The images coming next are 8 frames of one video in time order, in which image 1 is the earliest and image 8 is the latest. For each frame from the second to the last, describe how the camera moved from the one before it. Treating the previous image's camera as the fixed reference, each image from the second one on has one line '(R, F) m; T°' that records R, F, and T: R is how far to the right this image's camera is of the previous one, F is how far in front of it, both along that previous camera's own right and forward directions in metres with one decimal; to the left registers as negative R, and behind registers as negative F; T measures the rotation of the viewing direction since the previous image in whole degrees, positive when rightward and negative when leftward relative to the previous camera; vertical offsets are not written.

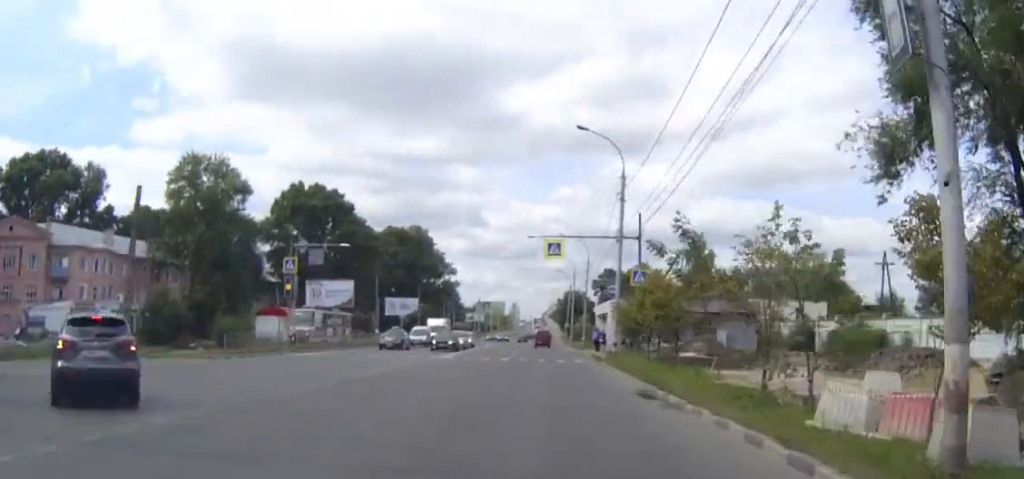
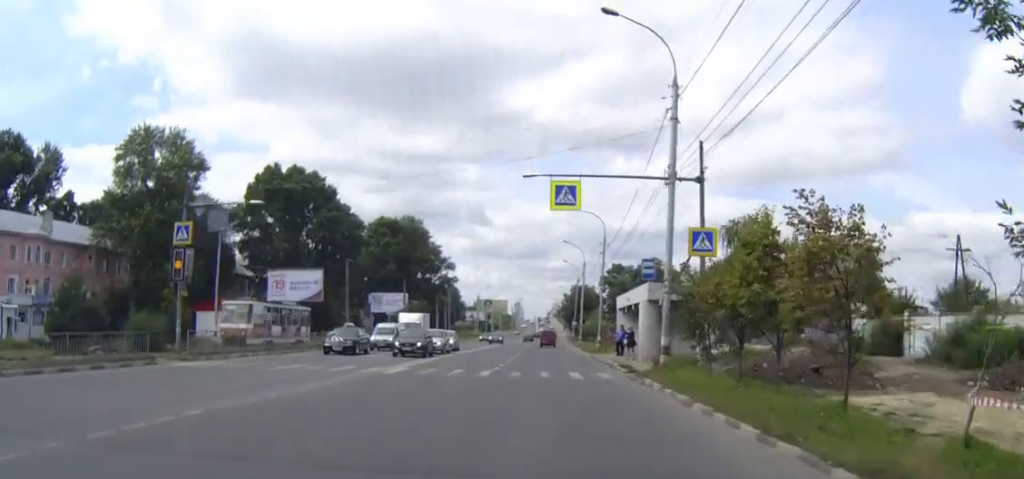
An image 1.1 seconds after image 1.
(-0.1, +15.8) m; -1°
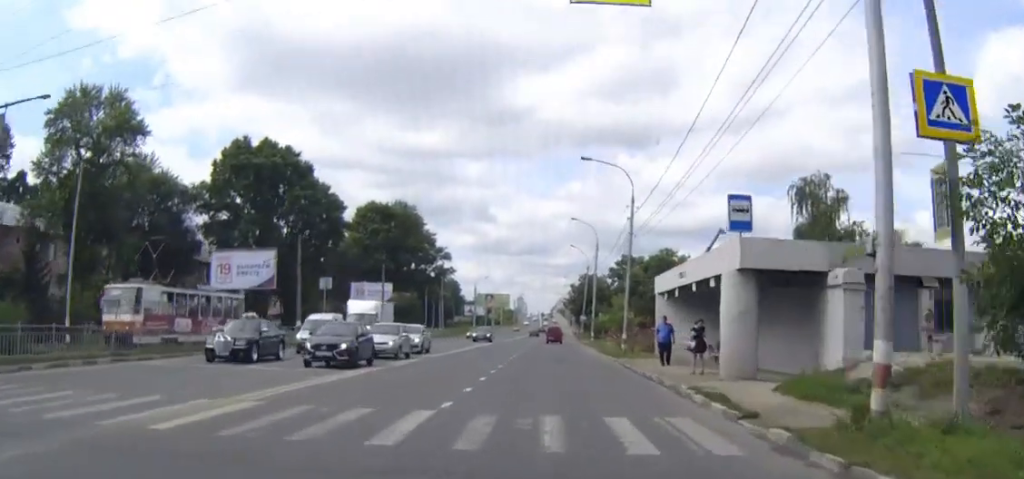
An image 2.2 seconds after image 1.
(-0.2, +16.9) m; 0°
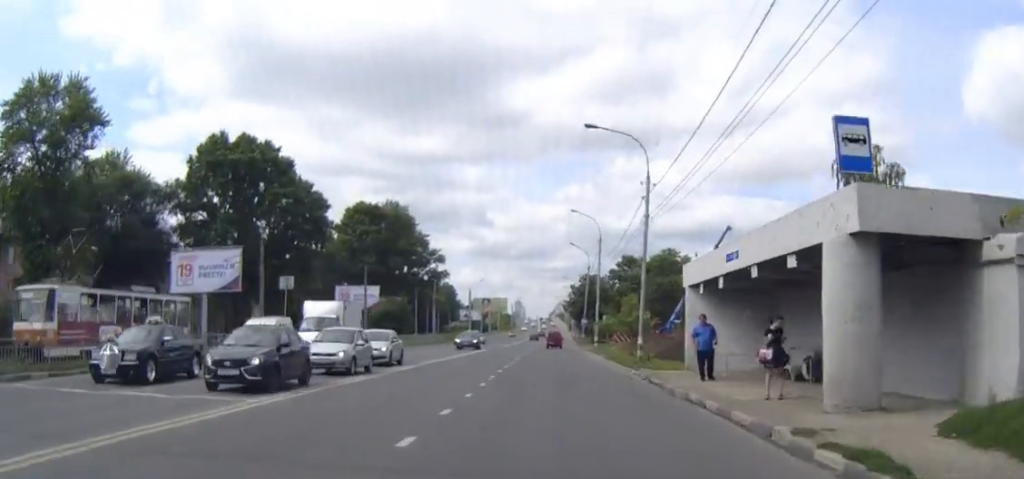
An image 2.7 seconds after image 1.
(+0.1, +8.2) m; 0°
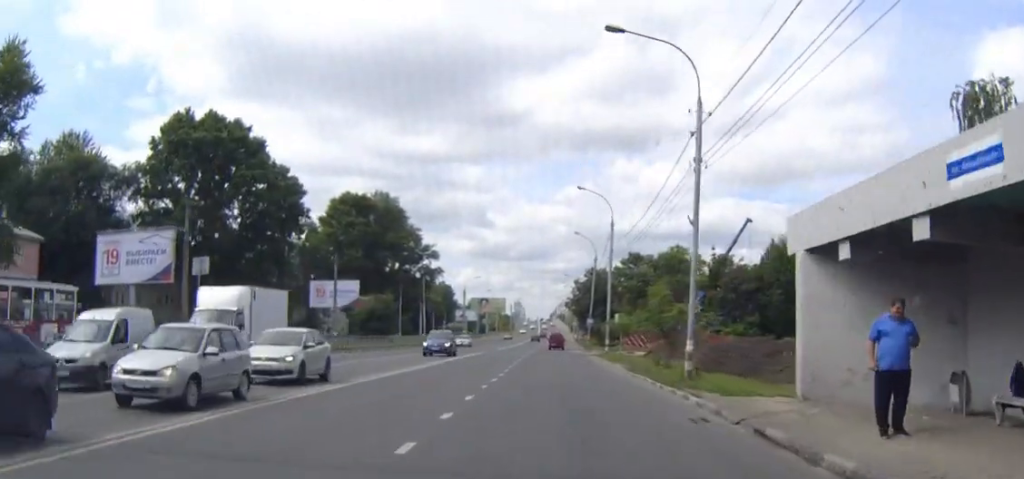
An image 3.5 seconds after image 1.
(0.0, +12.7) m; 0°
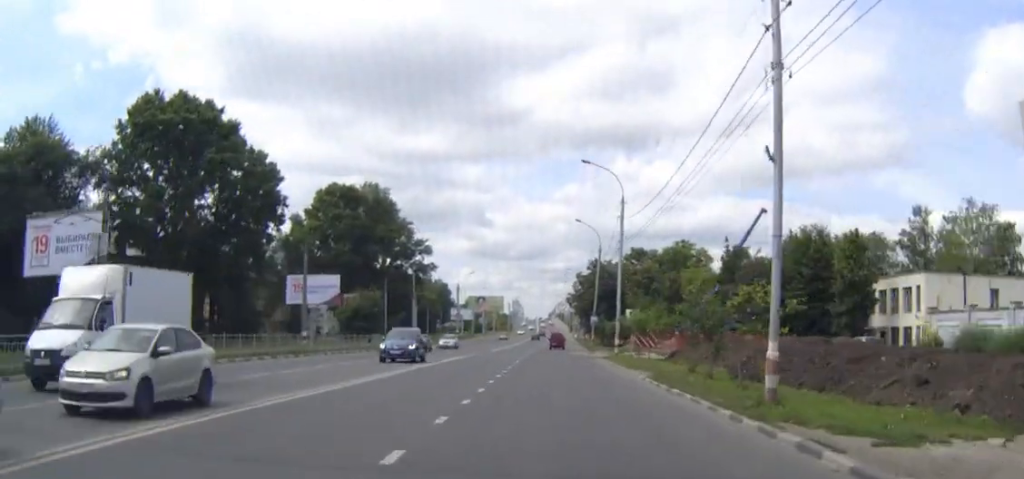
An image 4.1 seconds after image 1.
(0.0, +9.0) m; 0°
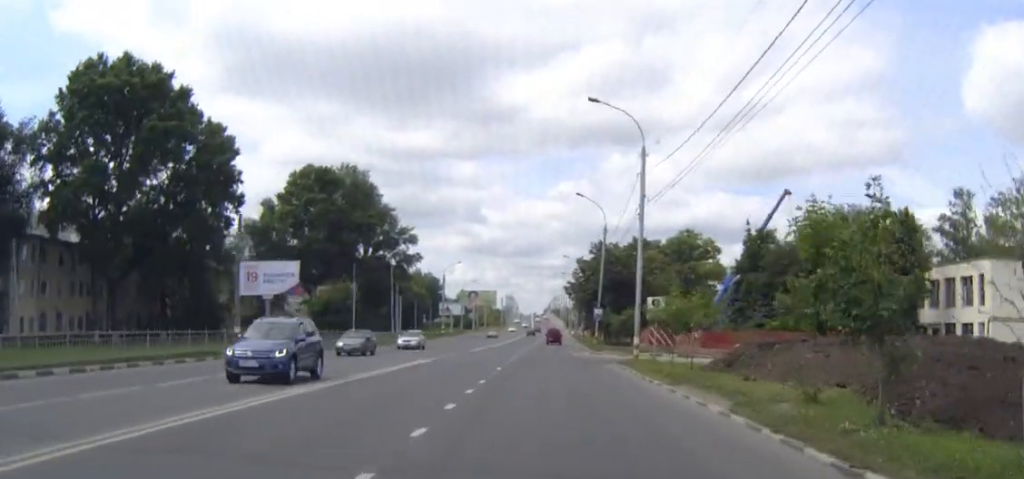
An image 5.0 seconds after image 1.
(0.0, +13.4) m; 0°
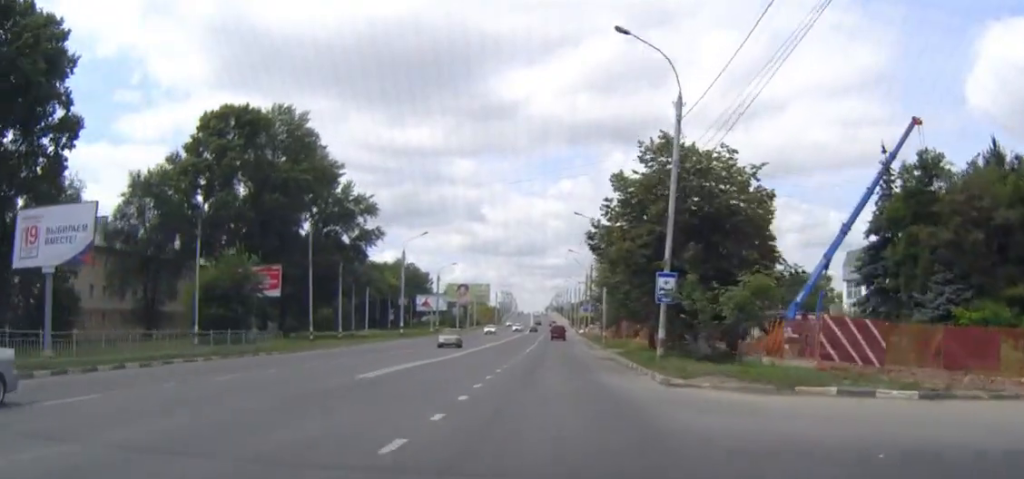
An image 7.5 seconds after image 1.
(+0.1, +37.4) m; 0°
